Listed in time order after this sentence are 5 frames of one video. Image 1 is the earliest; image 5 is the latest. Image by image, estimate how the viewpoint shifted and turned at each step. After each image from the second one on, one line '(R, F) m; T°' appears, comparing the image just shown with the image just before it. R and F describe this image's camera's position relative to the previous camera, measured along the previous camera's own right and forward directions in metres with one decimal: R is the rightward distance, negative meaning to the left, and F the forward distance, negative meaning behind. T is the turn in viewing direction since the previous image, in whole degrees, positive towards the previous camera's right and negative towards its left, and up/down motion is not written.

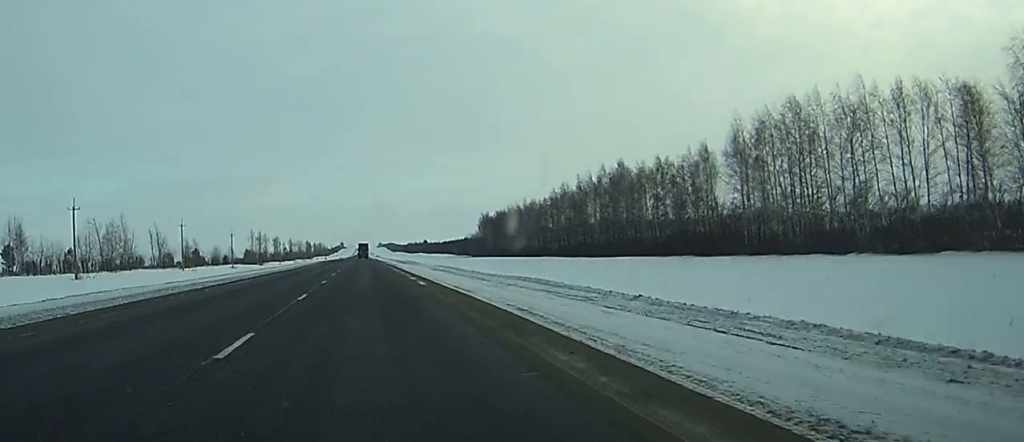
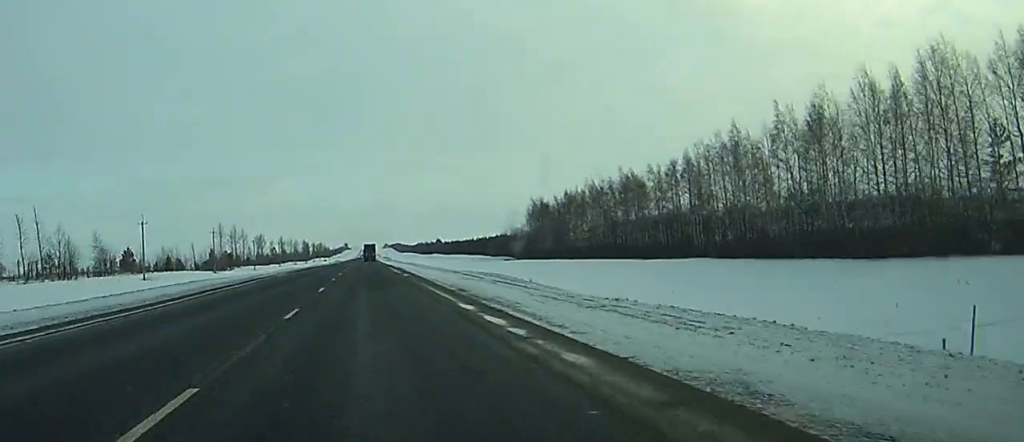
(-0.5, +92.0) m; -1°
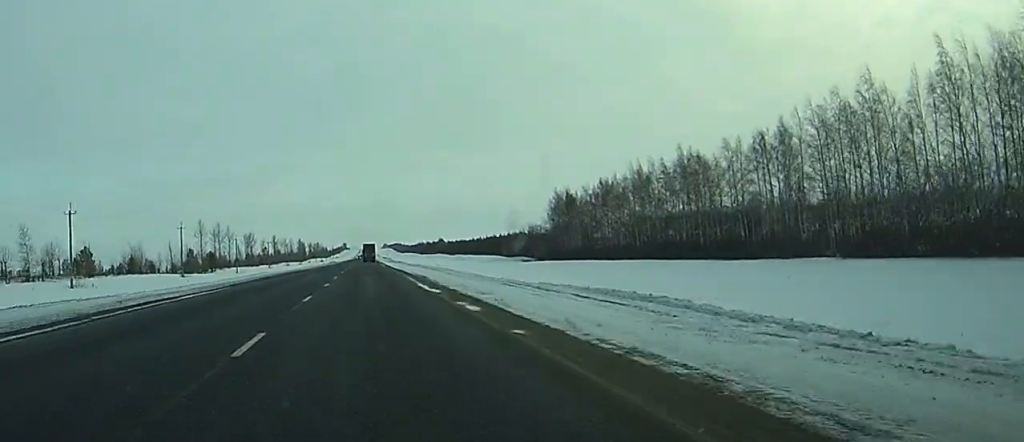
(0.0, +31.5) m; 0°
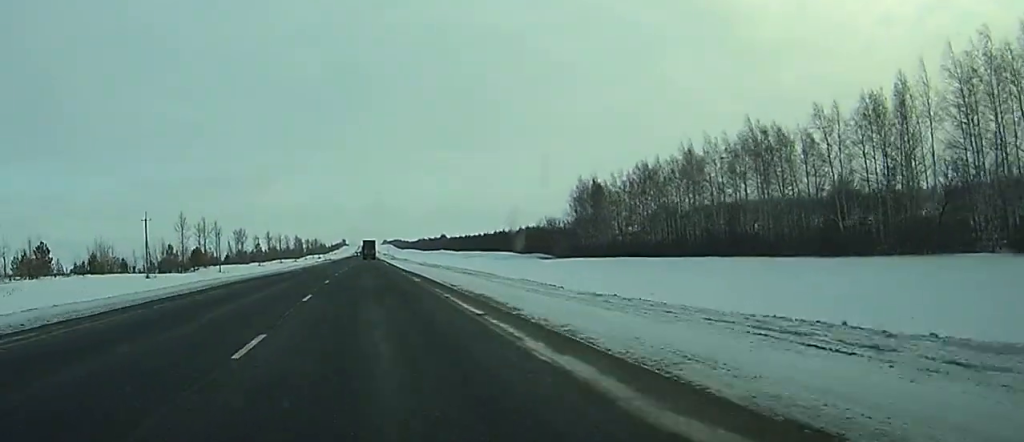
(0.0, +24.5) m; 0°
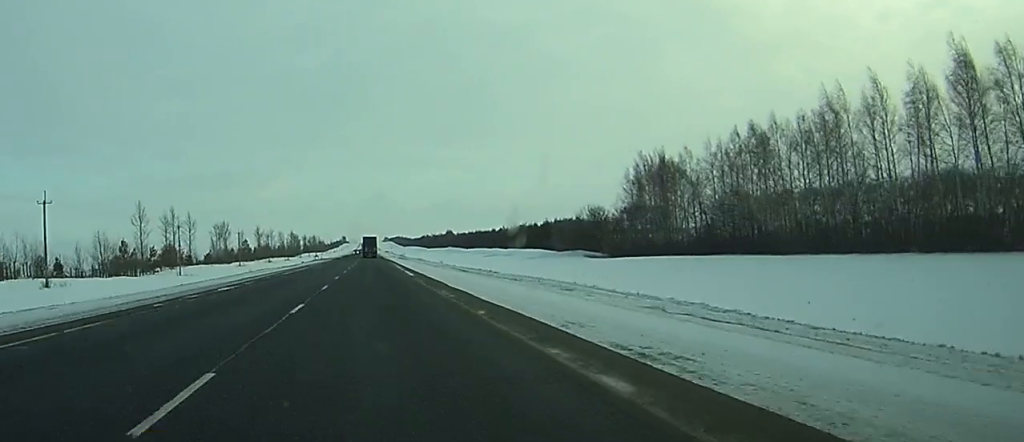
(-0.1, +41.8) m; 0°
